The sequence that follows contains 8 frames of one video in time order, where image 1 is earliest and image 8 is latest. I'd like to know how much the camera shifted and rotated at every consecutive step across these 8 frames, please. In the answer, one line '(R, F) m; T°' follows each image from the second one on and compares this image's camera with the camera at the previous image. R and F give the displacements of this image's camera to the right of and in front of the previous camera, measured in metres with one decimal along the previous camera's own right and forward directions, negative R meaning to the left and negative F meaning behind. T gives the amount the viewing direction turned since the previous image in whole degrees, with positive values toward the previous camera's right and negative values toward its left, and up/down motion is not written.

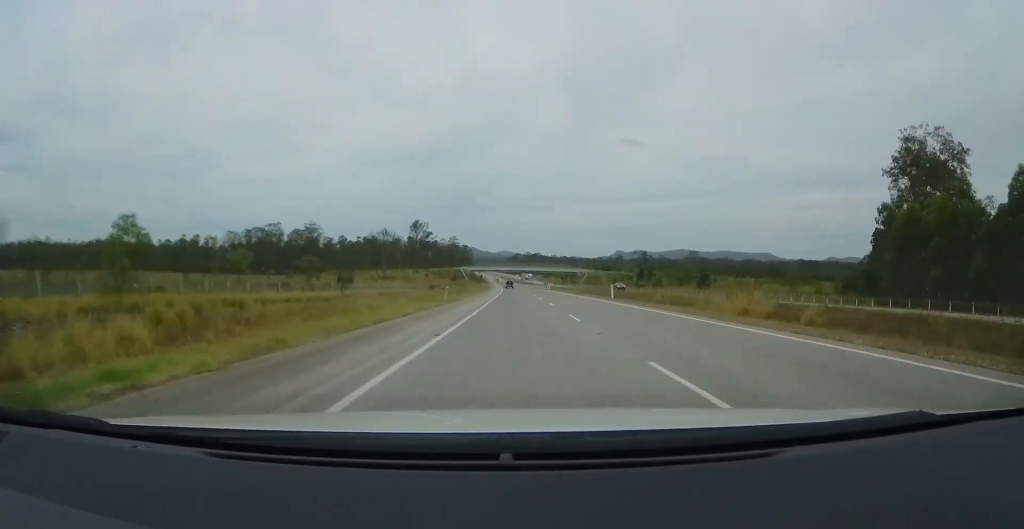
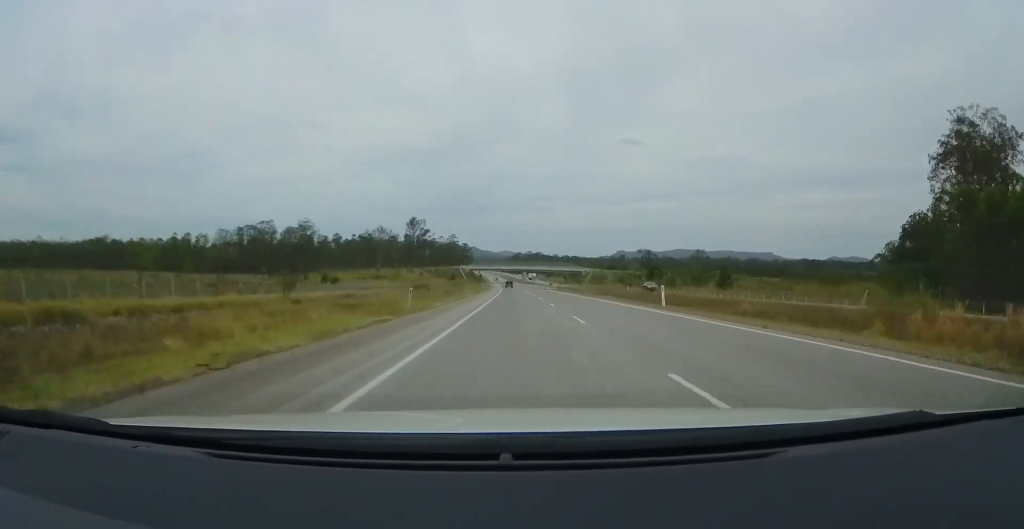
(-0.1, +13.3) m; 0°
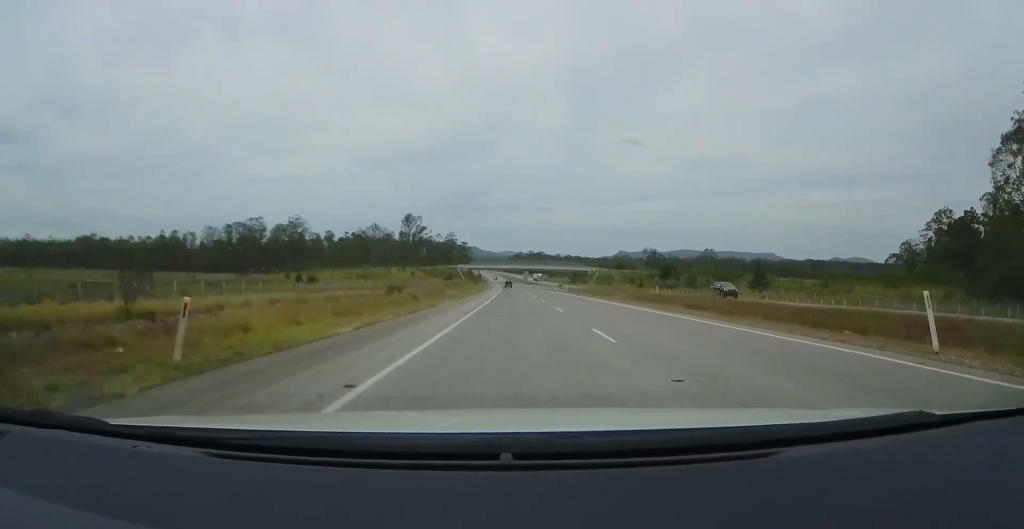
(0.0, +16.9) m; 0°
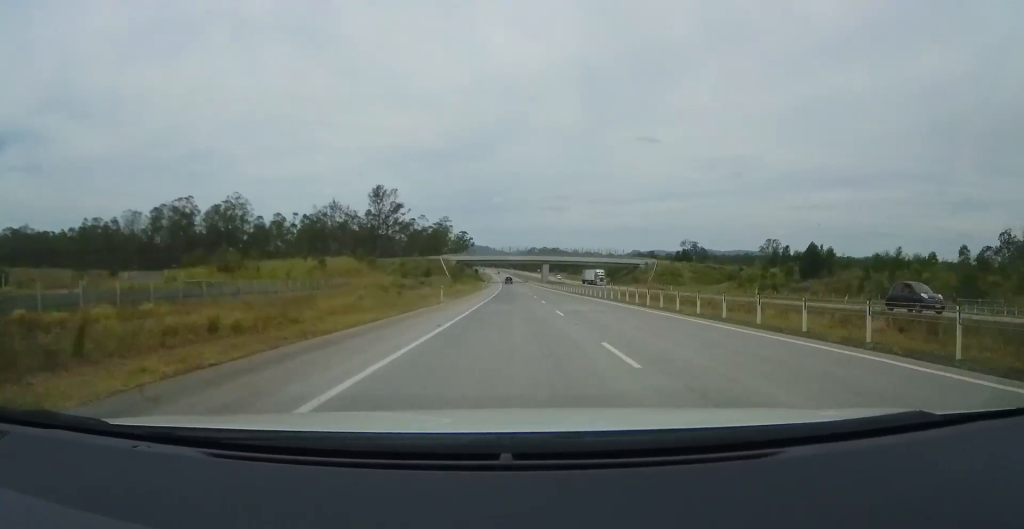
(0.0, +86.4) m; 0°
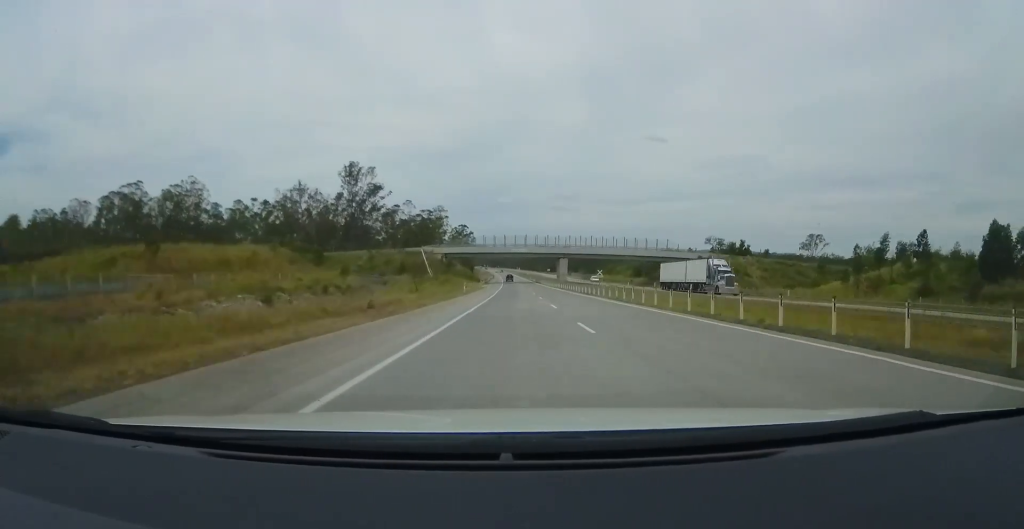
(-0.6, +42.9) m; -1°
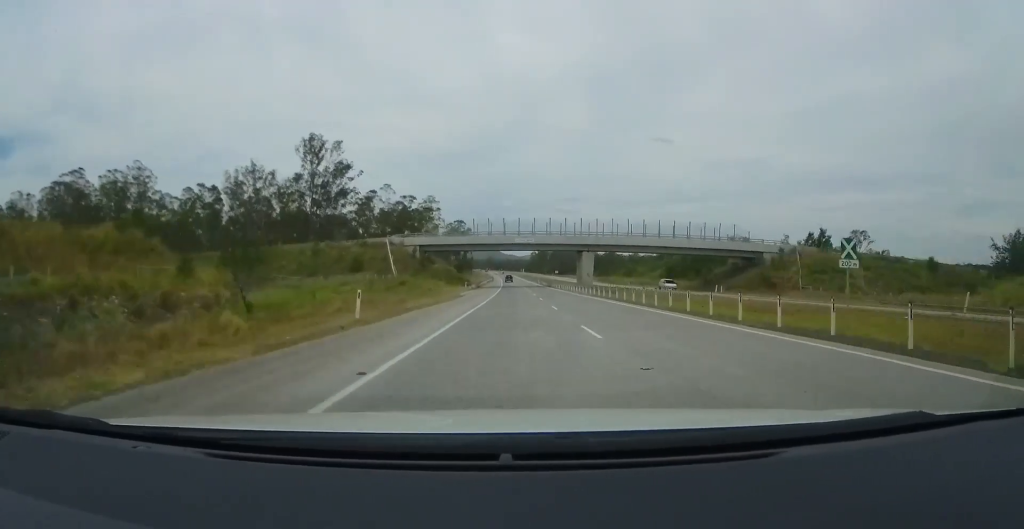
(+0.4, +36.7) m; 0°
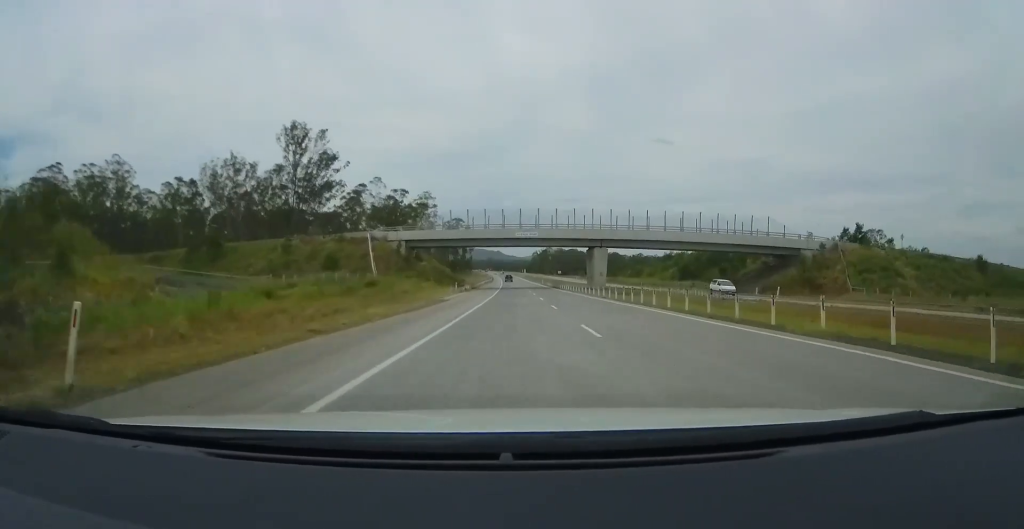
(-0.2, +11.9) m; 0°
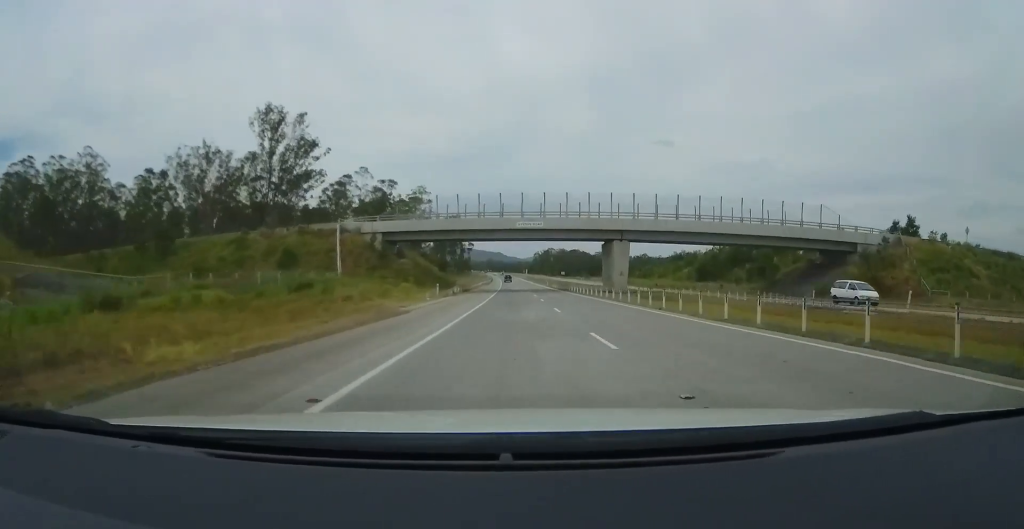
(-0.1, +14.2) m; -1°
